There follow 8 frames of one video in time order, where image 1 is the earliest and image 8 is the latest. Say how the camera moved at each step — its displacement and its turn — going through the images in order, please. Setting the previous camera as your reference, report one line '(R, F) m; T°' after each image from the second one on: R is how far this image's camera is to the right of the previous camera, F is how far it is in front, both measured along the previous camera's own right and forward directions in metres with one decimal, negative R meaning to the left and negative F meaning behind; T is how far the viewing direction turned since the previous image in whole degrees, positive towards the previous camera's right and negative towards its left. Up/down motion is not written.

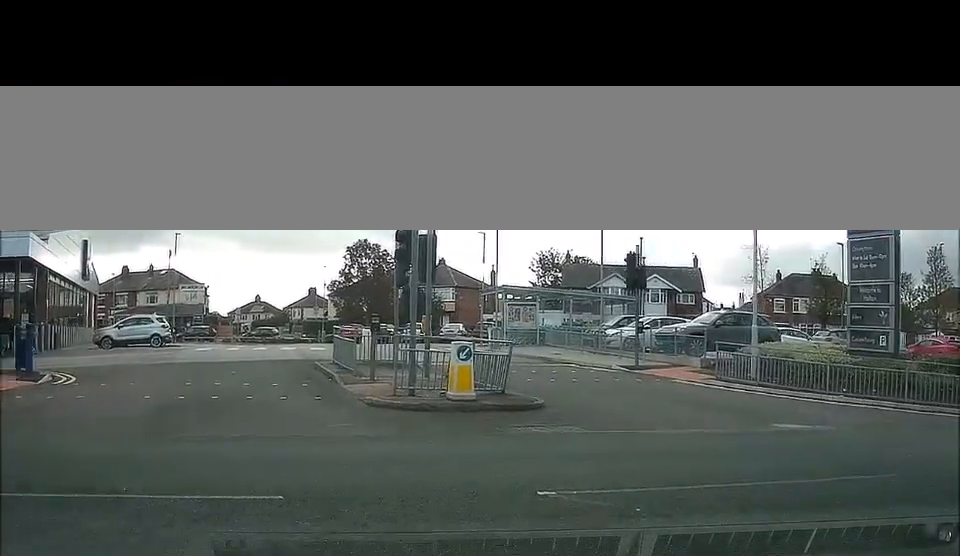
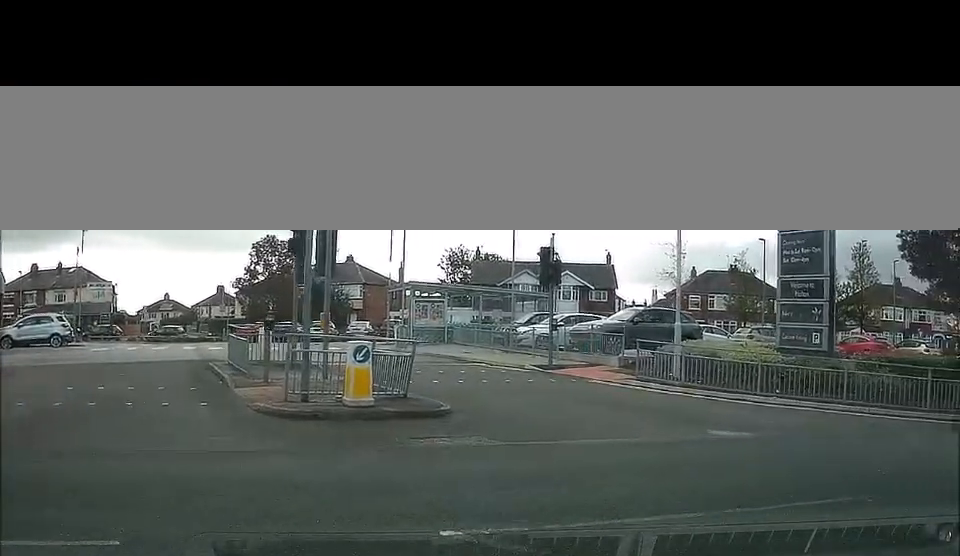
(0.0, +1.4) m; +9°
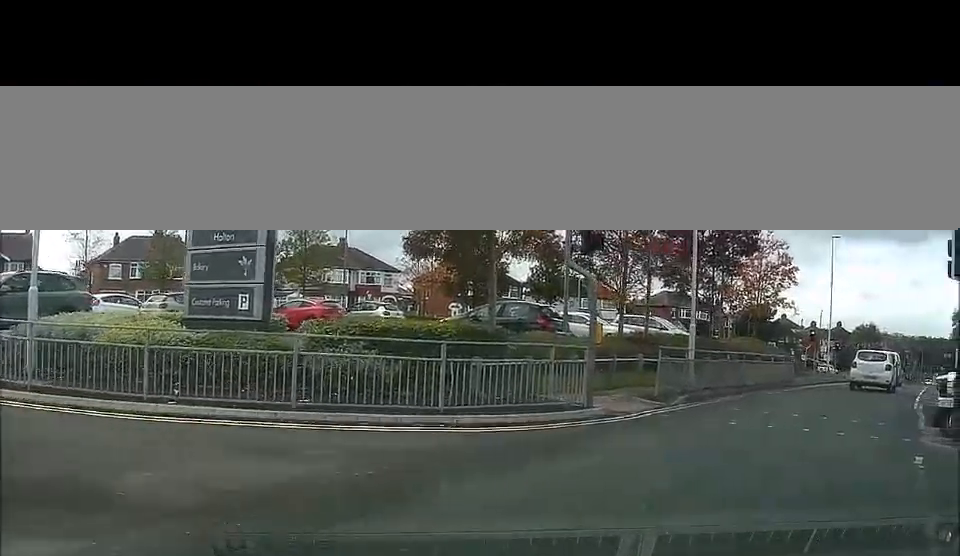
(+2.9, +6.6) m; +44°
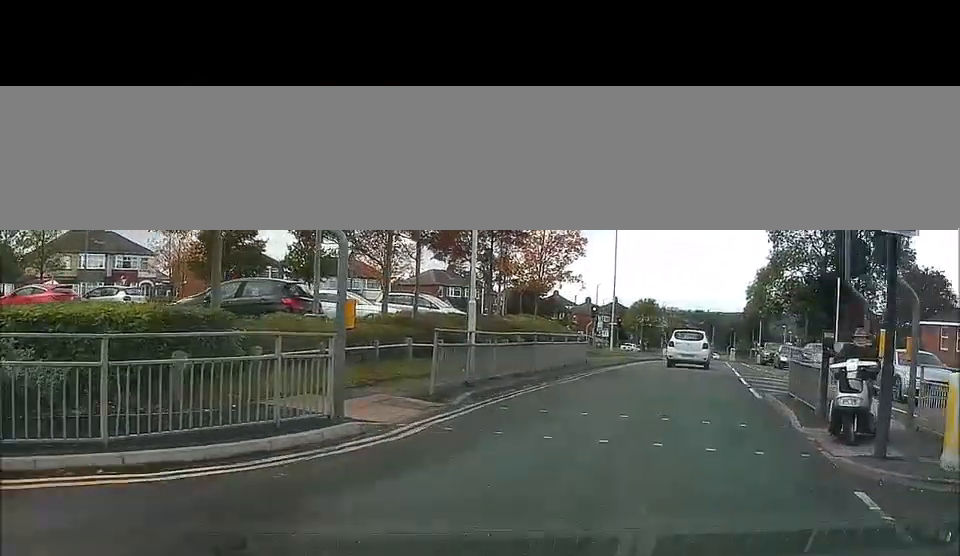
(+0.7, +4.3) m; +15°
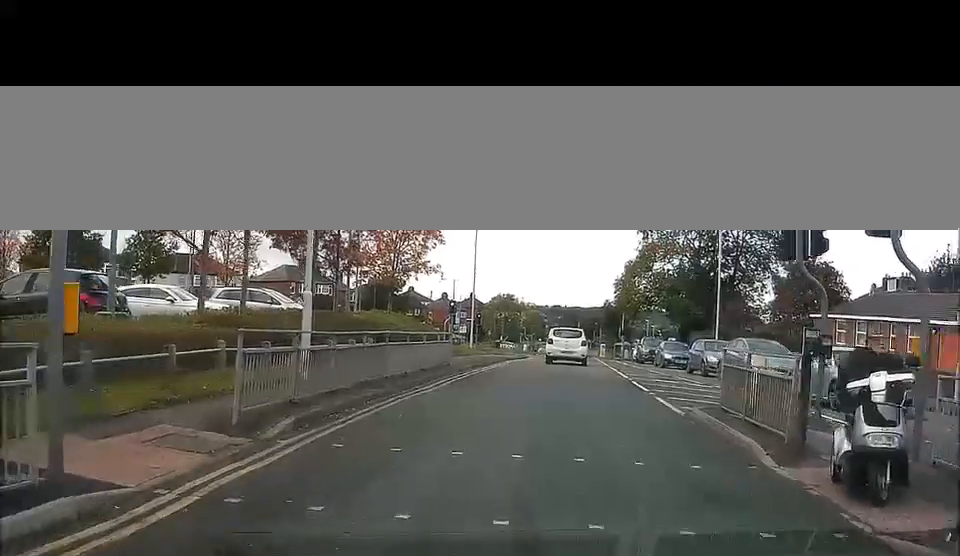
(+0.4, +4.0) m; +9°
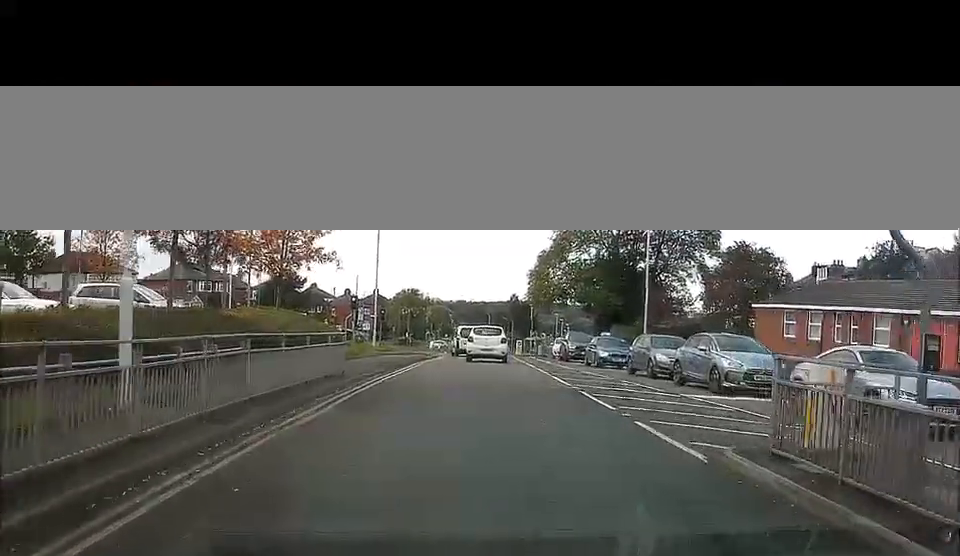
(+0.3, +3.9) m; +6°
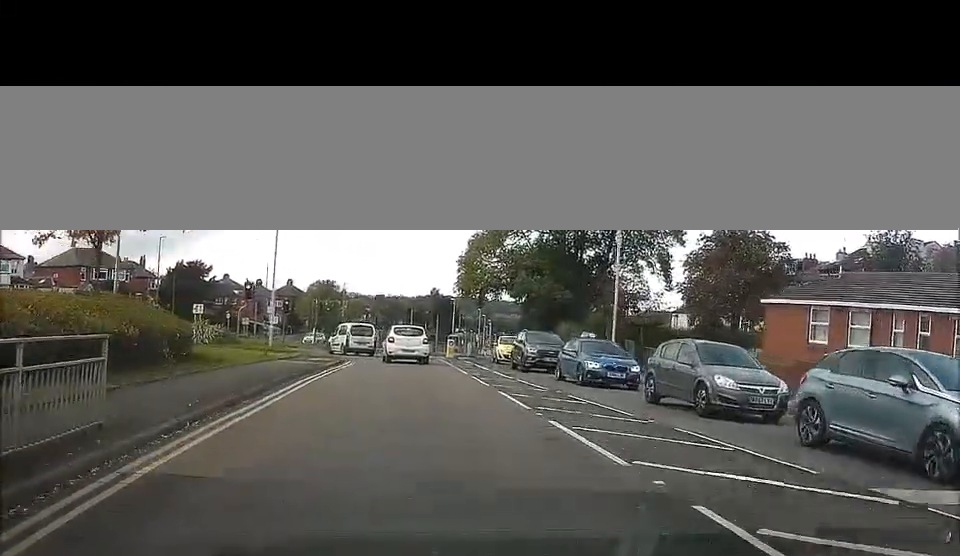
(+0.7, +8.1) m; +6°
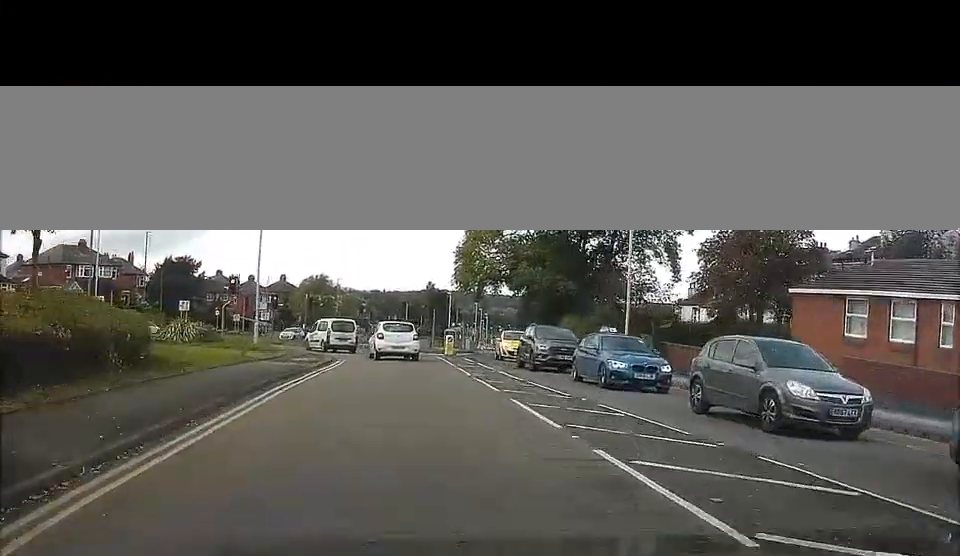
(0.0, +3.5) m; 0°
